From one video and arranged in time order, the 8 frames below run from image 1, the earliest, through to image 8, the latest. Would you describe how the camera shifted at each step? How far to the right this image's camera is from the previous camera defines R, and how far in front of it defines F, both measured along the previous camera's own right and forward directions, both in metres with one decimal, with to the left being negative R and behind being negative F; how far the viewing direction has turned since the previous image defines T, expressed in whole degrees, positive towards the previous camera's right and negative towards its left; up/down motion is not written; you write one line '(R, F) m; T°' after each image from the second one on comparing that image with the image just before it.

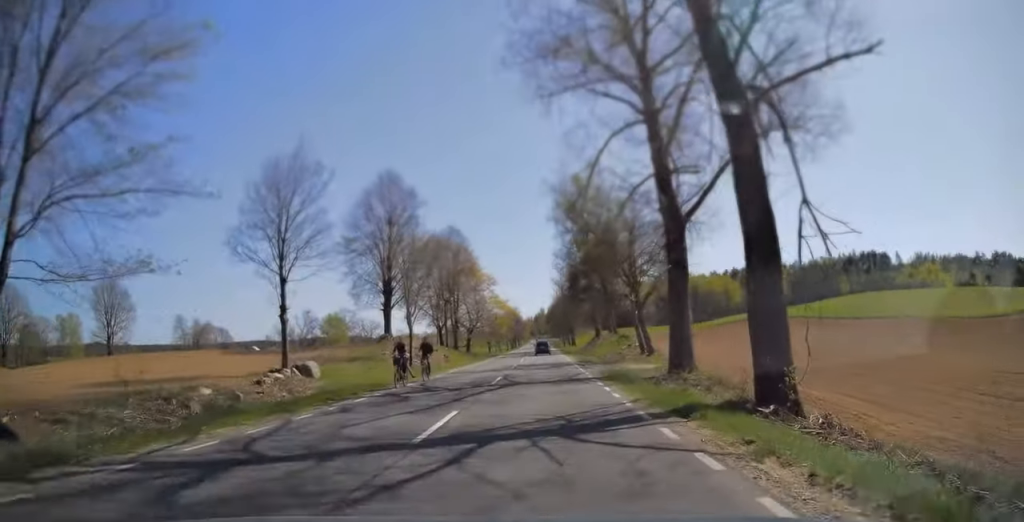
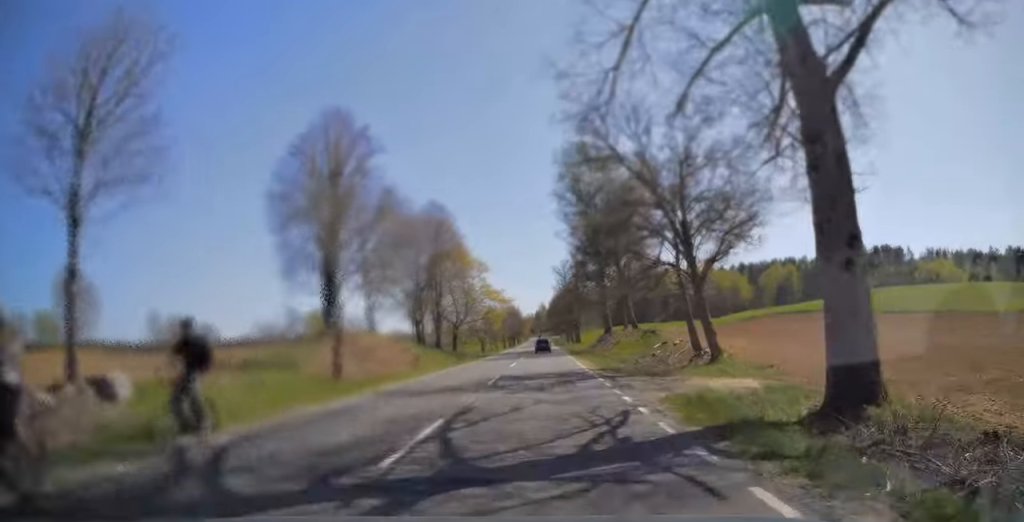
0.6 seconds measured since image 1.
(0.0, +14.1) m; 0°
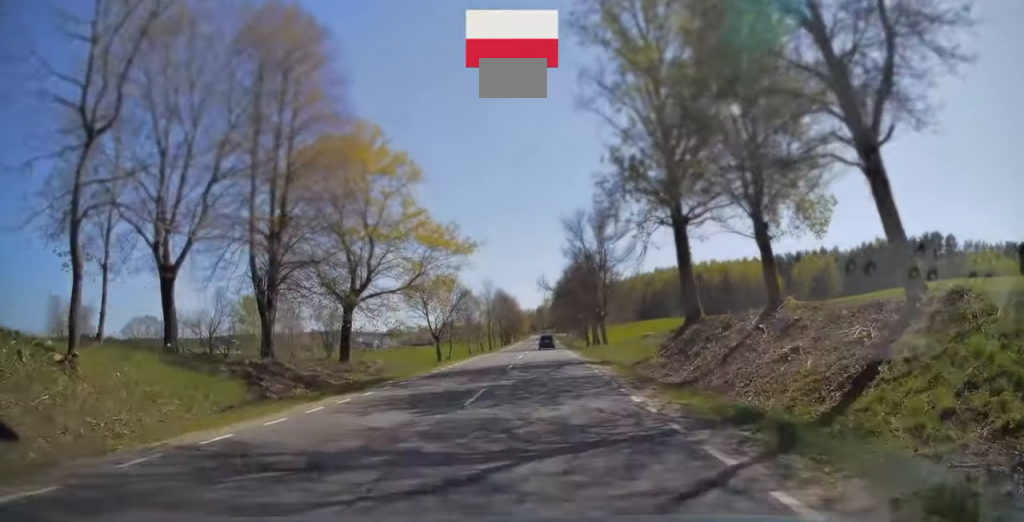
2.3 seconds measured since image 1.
(+0.2, +43.3) m; 0°
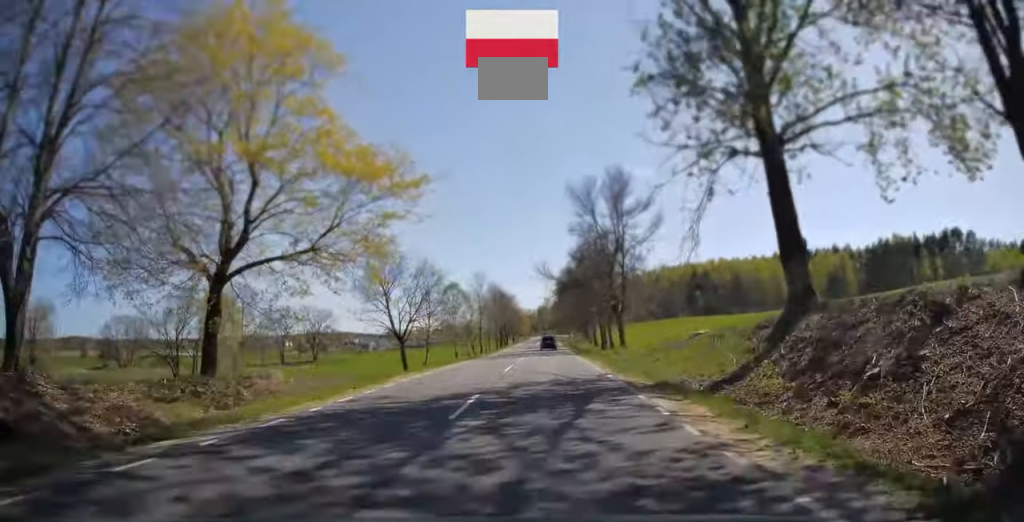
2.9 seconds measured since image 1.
(0.0, +14.6) m; 0°
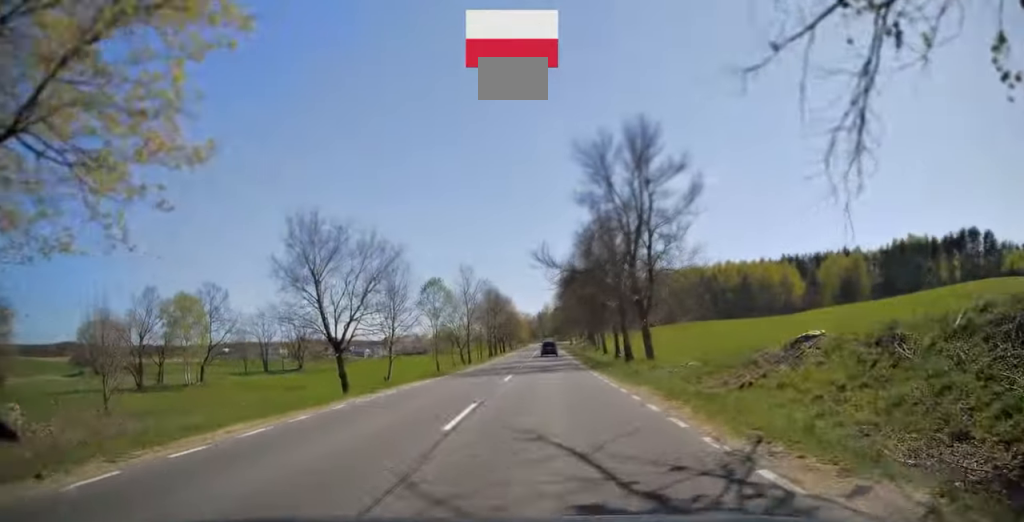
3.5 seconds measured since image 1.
(-0.1, +13.3) m; 0°
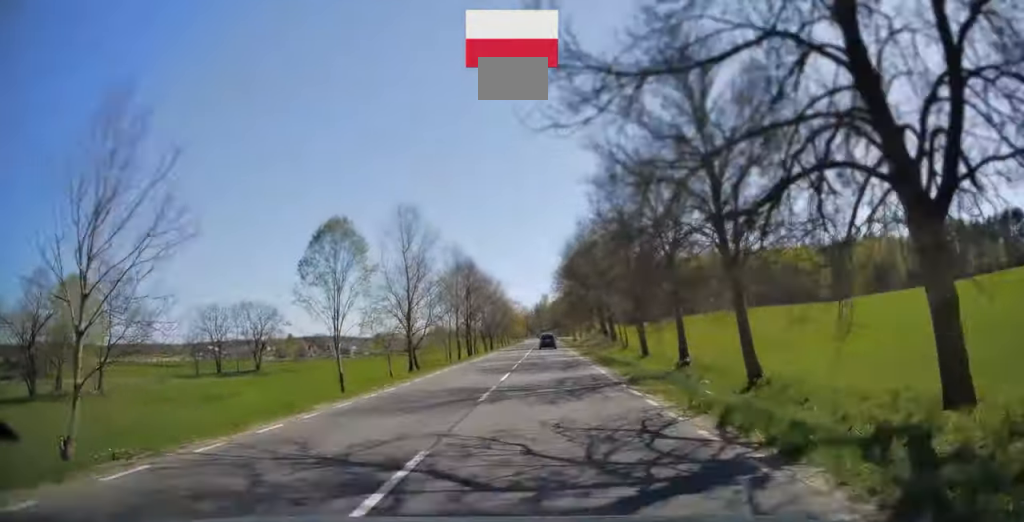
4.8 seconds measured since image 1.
(+0.1, +30.6) m; 0°
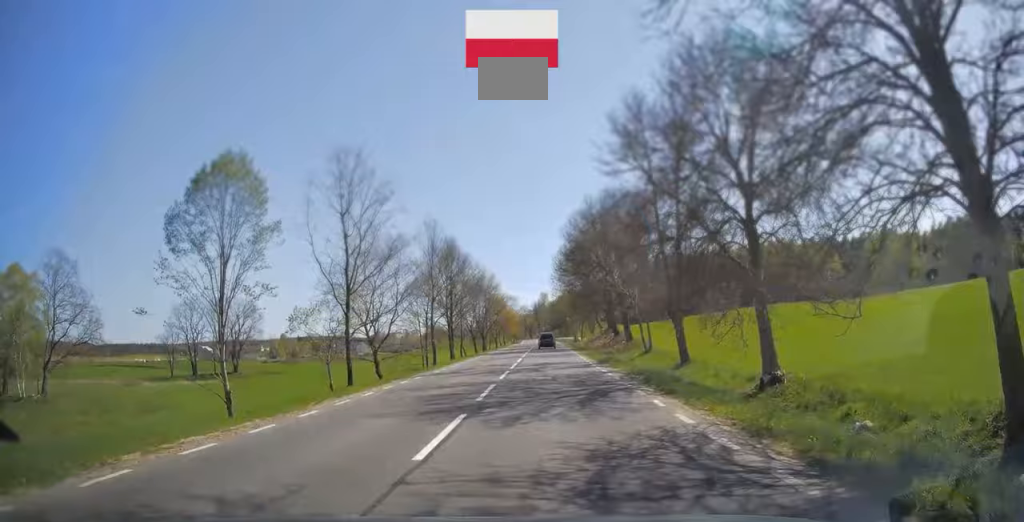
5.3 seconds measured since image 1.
(0.0, +12.9) m; 0°
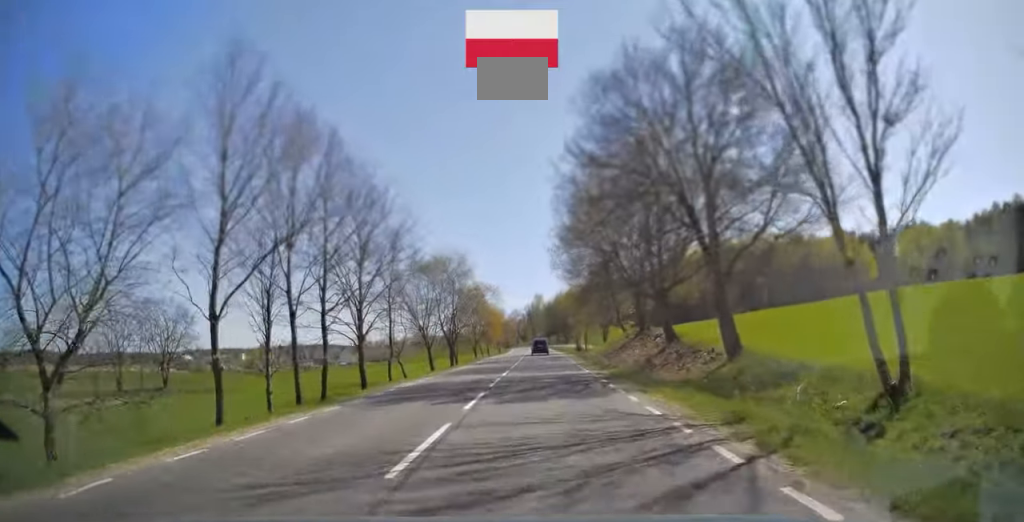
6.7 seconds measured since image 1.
(0.0, +31.4) m; 0°
